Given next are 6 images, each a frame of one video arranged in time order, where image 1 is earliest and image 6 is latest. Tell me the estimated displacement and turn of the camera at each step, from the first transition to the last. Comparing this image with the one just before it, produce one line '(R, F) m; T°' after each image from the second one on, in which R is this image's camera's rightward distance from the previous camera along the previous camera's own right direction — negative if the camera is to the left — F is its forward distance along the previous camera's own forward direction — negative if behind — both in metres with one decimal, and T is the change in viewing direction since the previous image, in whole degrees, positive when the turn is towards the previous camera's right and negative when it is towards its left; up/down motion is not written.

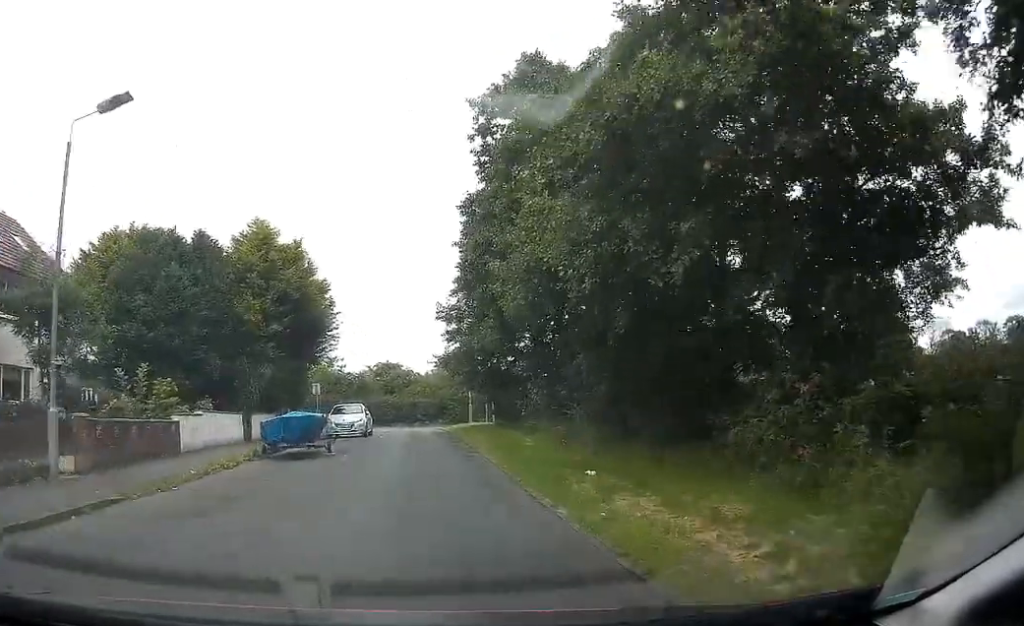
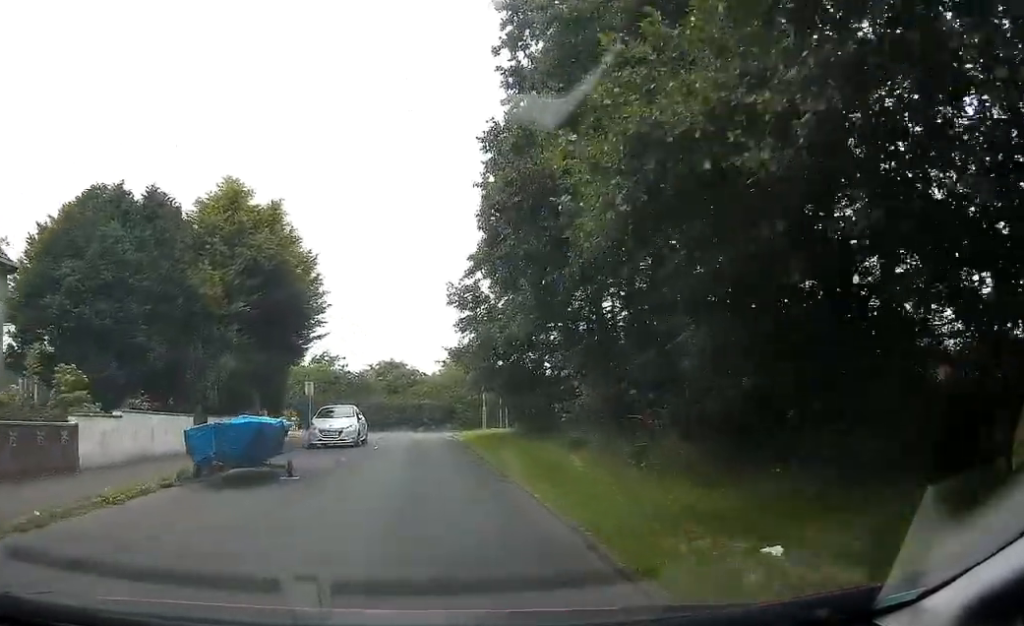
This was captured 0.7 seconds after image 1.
(0.0, +5.4) m; 0°
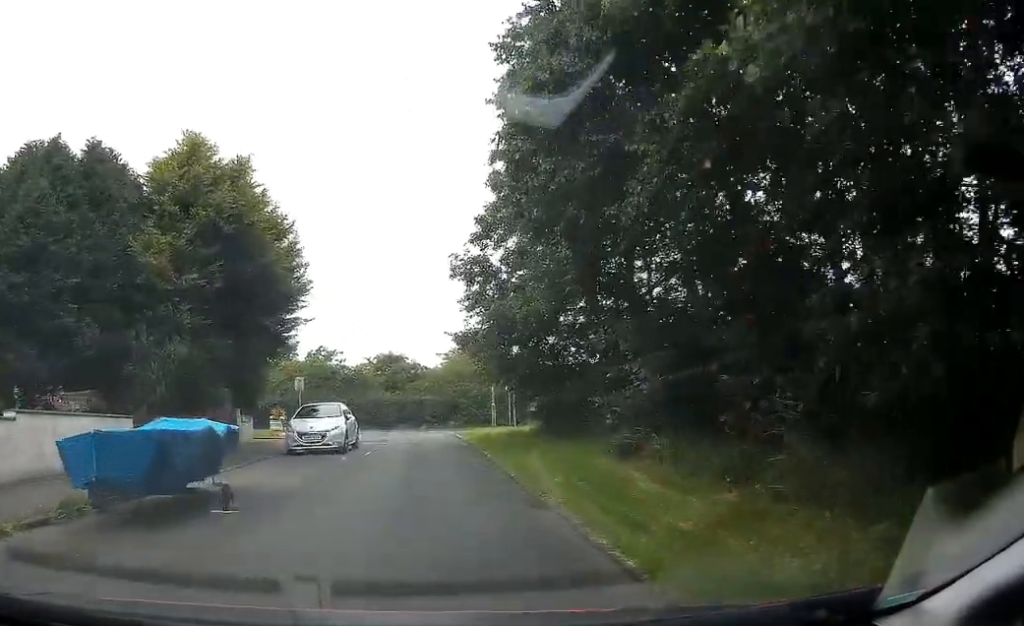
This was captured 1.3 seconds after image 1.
(-0.1, +4.2) m; 0°
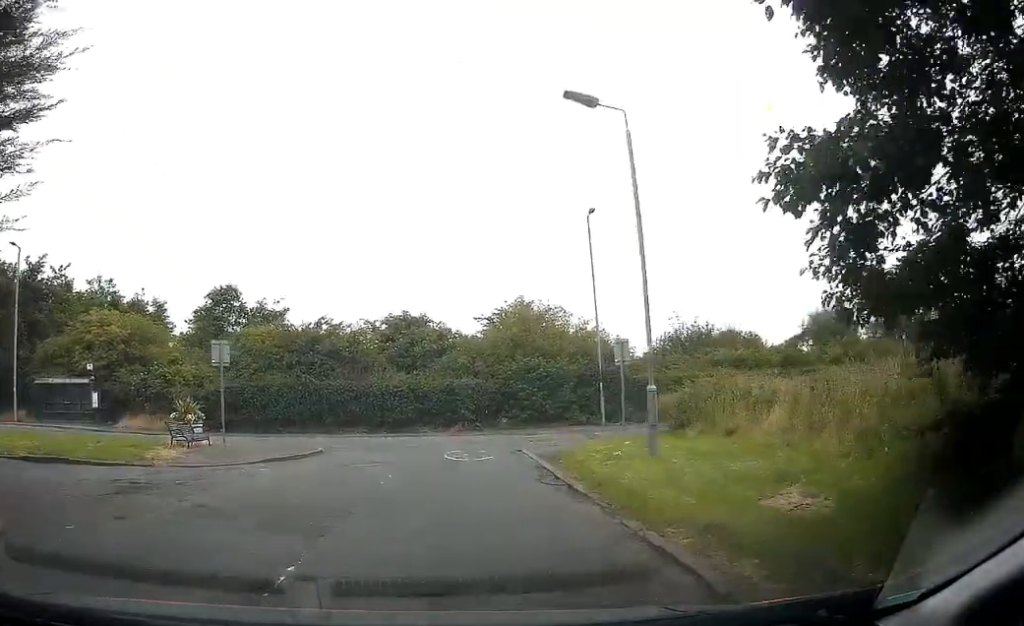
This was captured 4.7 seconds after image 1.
(-1.0, +21.7) m; -10°
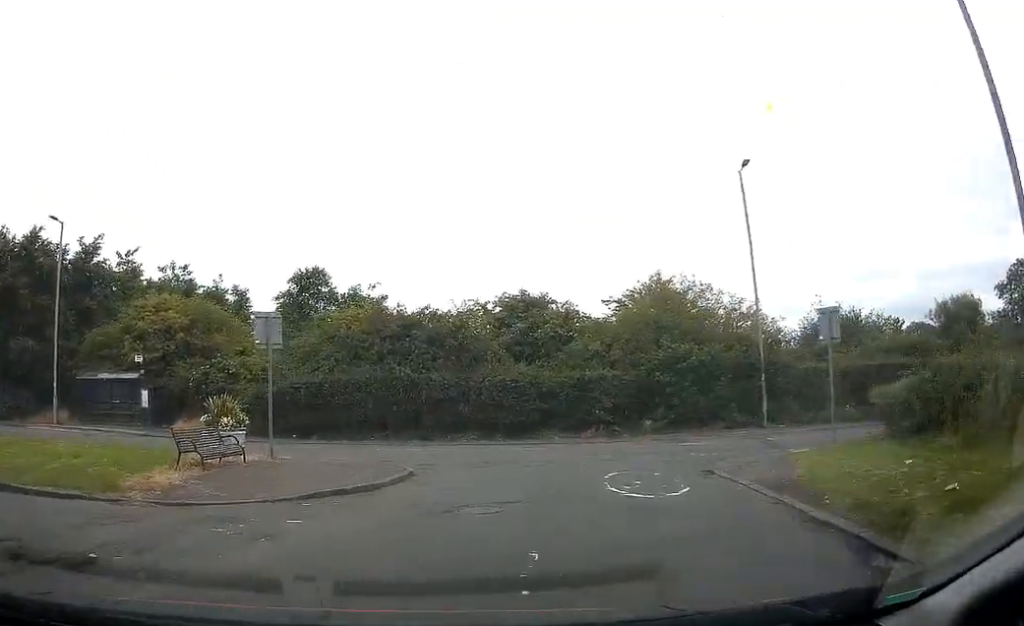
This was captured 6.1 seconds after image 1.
(-0.8, +7.6) m; -9°
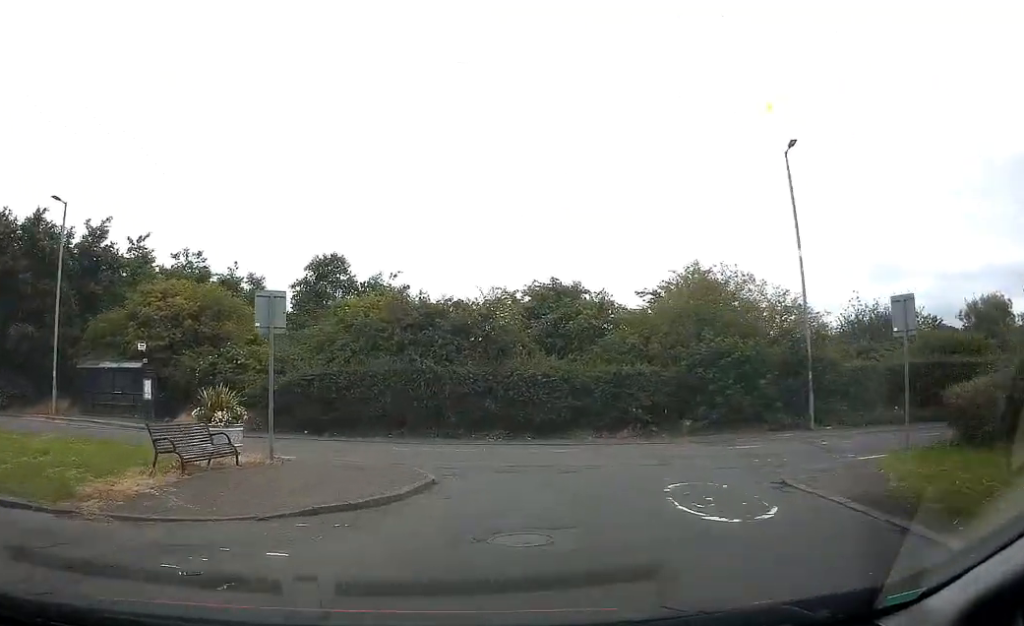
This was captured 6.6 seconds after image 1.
(0.0, +2.5) m; -3°
